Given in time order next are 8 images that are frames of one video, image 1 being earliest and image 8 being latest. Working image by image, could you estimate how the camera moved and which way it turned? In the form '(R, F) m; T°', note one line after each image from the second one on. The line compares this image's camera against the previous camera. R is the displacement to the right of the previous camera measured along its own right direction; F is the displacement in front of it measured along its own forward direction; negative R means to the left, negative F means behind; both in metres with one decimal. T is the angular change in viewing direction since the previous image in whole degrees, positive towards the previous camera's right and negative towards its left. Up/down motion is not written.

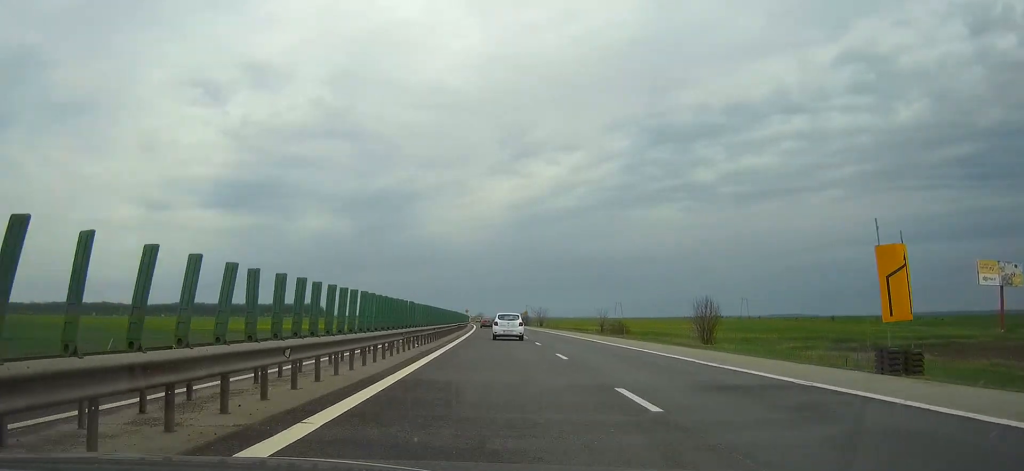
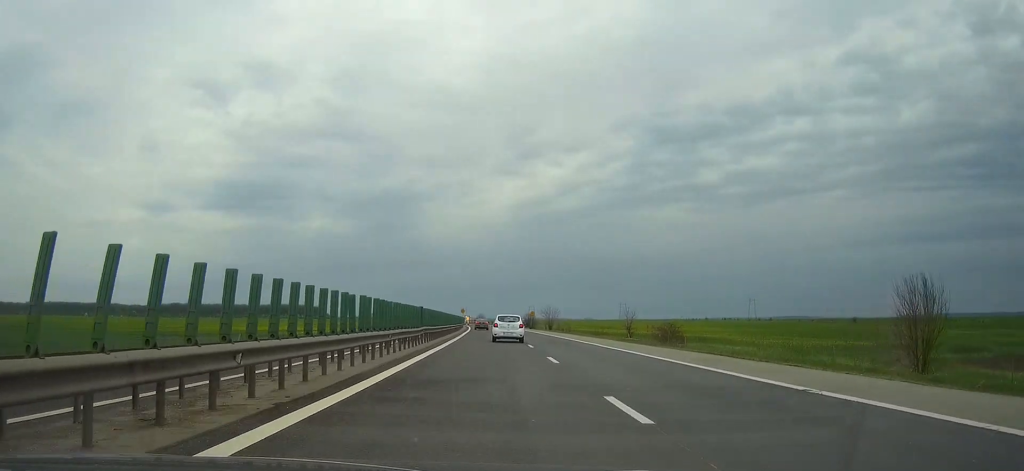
(-0.1, +25.2) m; 0°
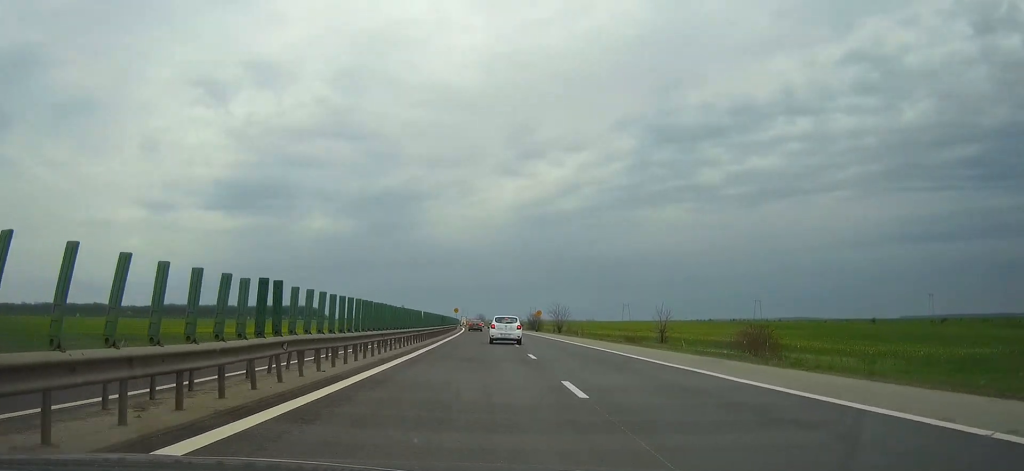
(0.0, +21.3) m; 0°
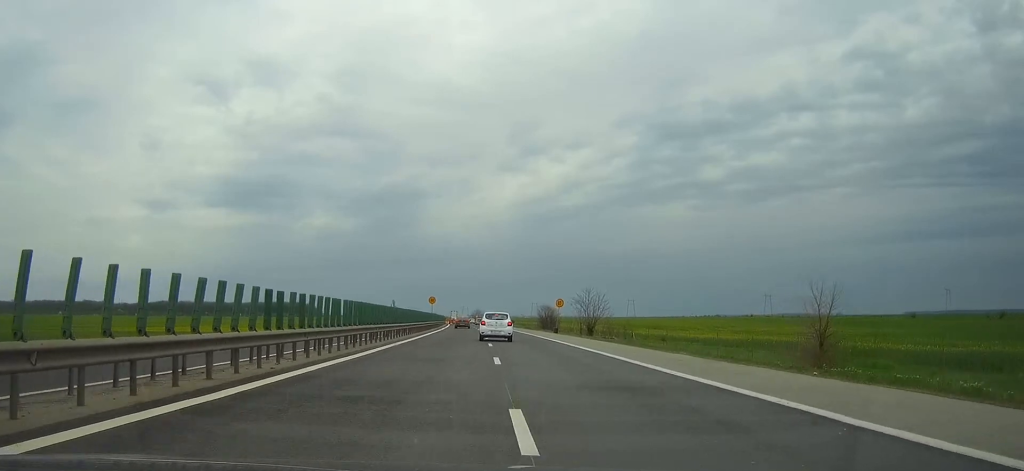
(0.0, +42.1) m; 0°
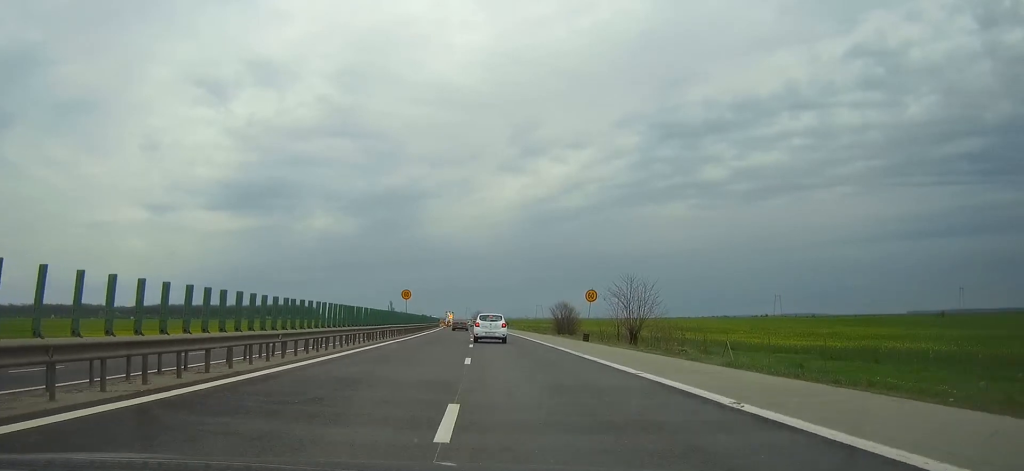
(0.0, +25.0) m; 0°
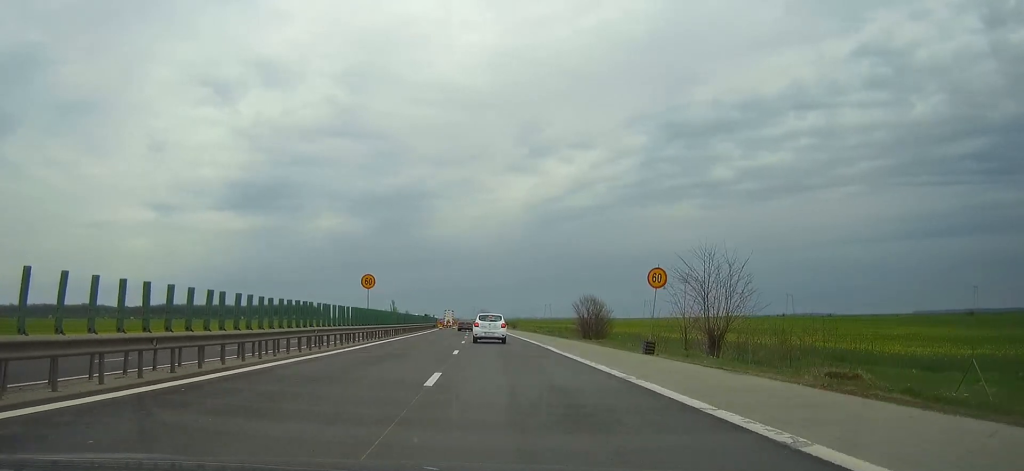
(0.0, +19.8) m; 0°
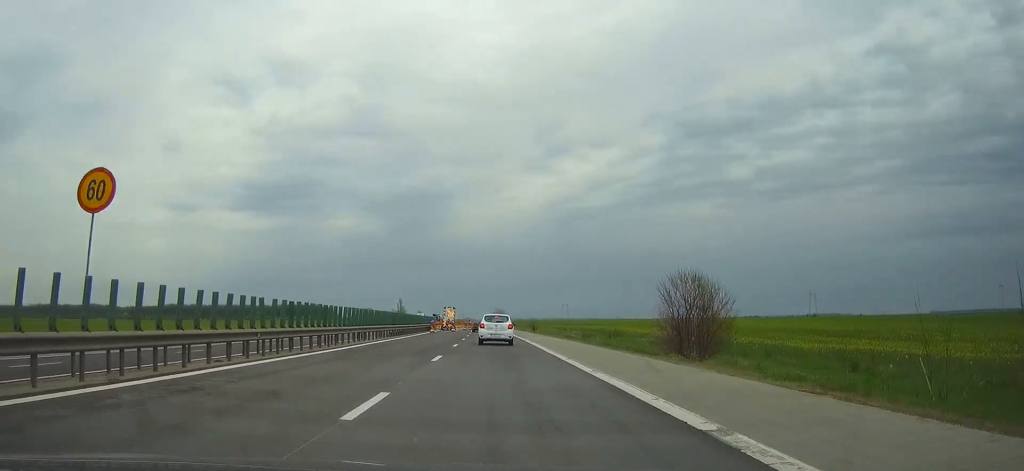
(-0.1, +29.8) m; -1°
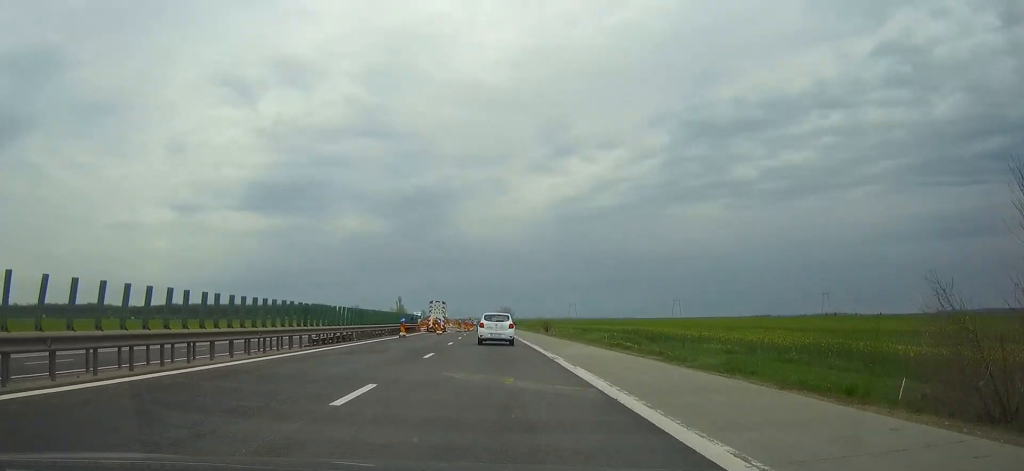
(-0.2, +23.8) m; -1°
